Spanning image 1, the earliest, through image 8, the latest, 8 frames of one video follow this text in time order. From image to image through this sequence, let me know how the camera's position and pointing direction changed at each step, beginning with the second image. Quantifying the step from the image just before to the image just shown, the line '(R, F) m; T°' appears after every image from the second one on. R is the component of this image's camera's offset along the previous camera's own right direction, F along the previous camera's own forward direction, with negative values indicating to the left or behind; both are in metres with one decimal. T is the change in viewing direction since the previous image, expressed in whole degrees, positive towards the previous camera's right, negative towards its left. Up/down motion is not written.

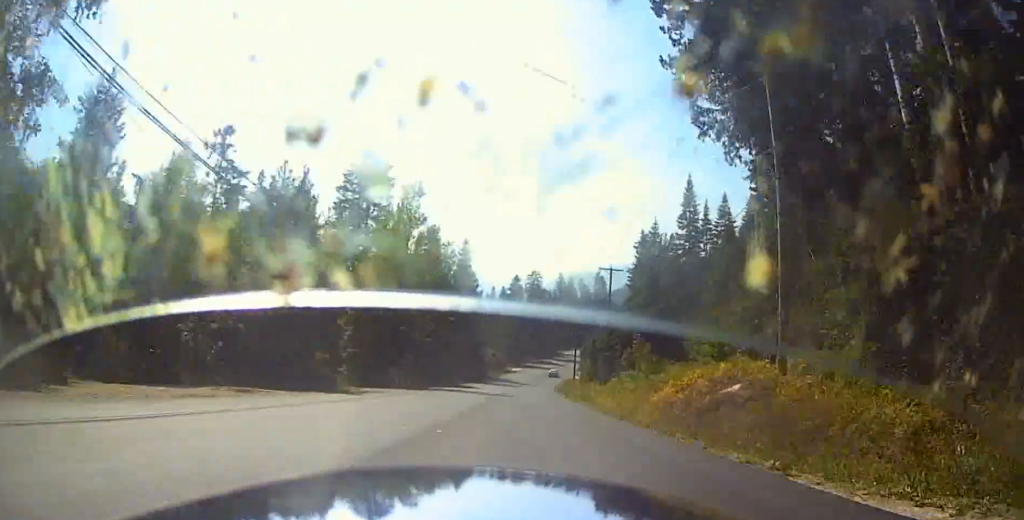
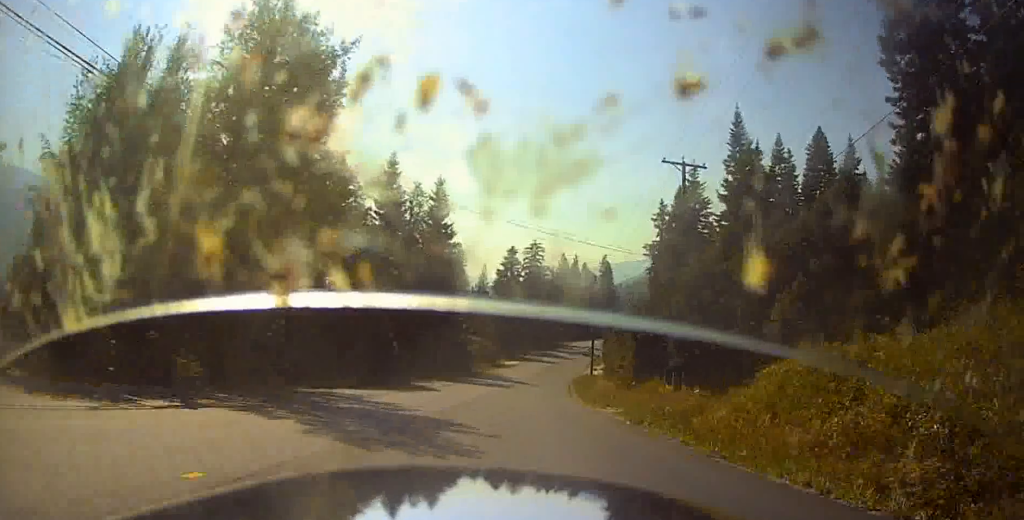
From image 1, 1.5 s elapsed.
(+1.3, +31.9) m; +5°
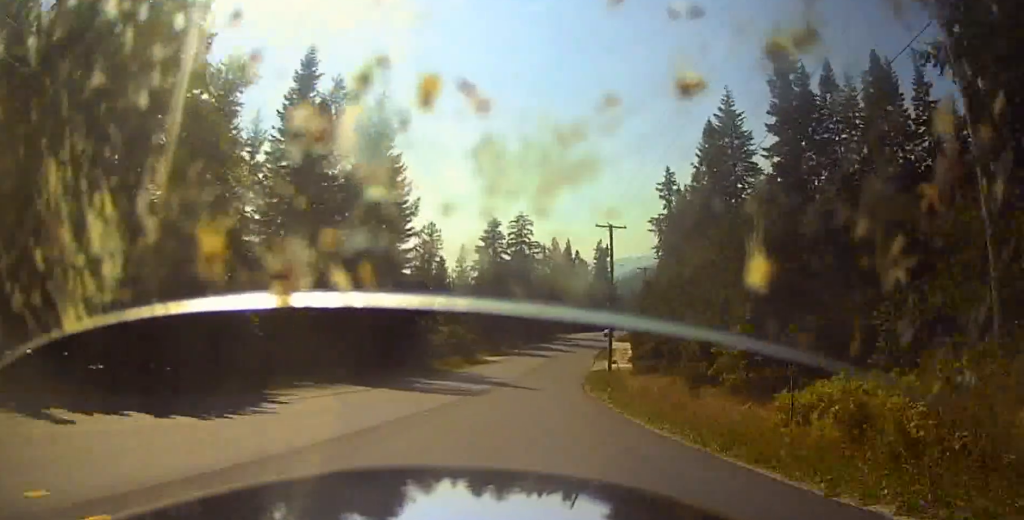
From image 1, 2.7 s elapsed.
(+1.1, +23.4) m; +4°
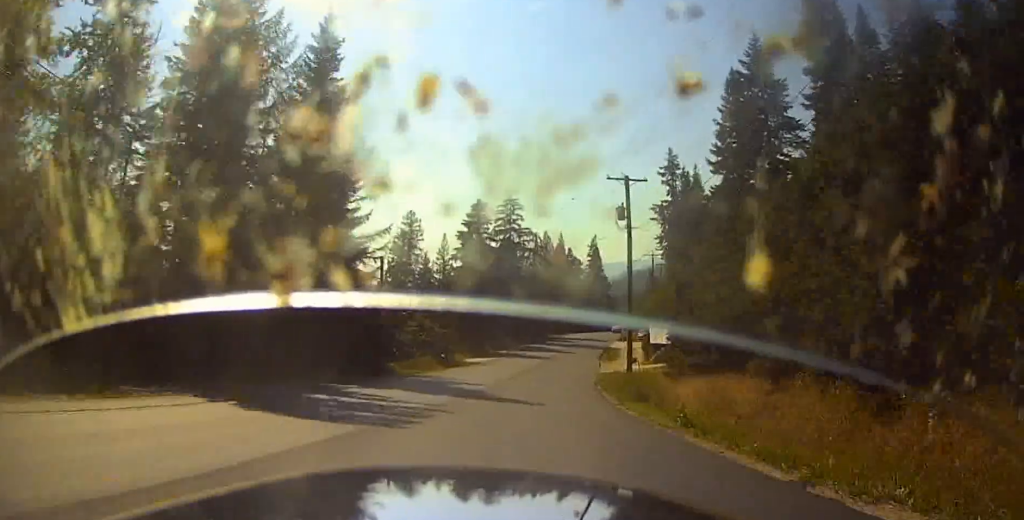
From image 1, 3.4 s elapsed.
(+0.3, +13.9) m; +2°
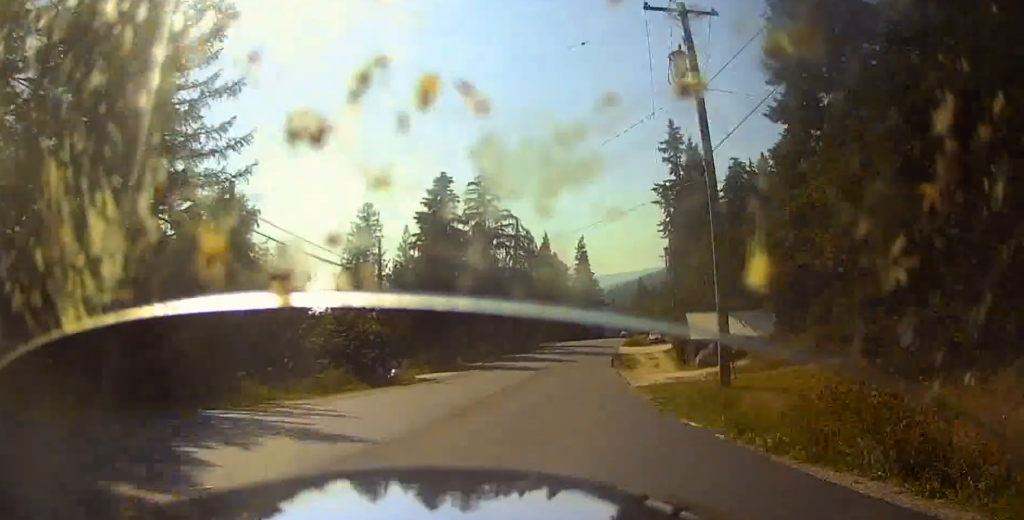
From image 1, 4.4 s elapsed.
(+0.5, +21.2) m; +4°
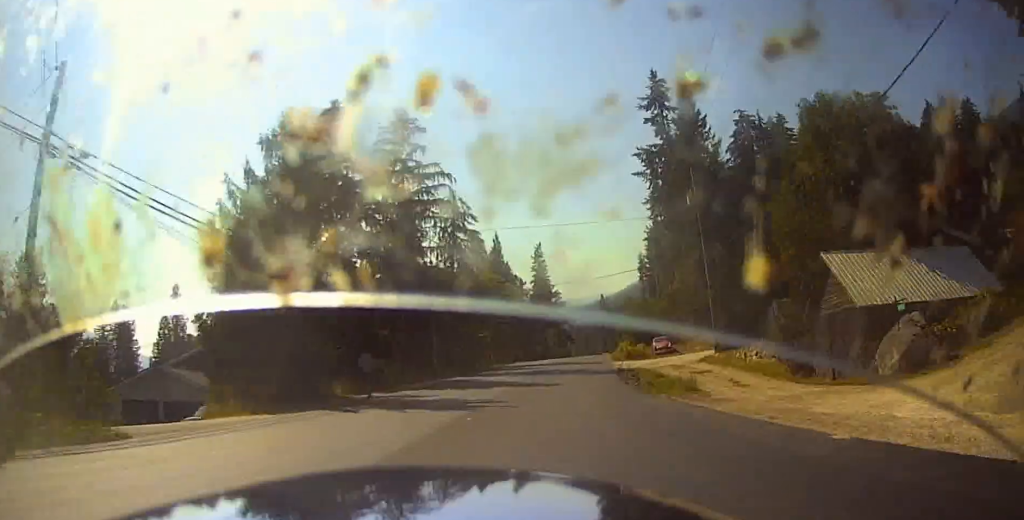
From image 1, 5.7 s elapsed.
(+1.5, +24.9) m; +3°
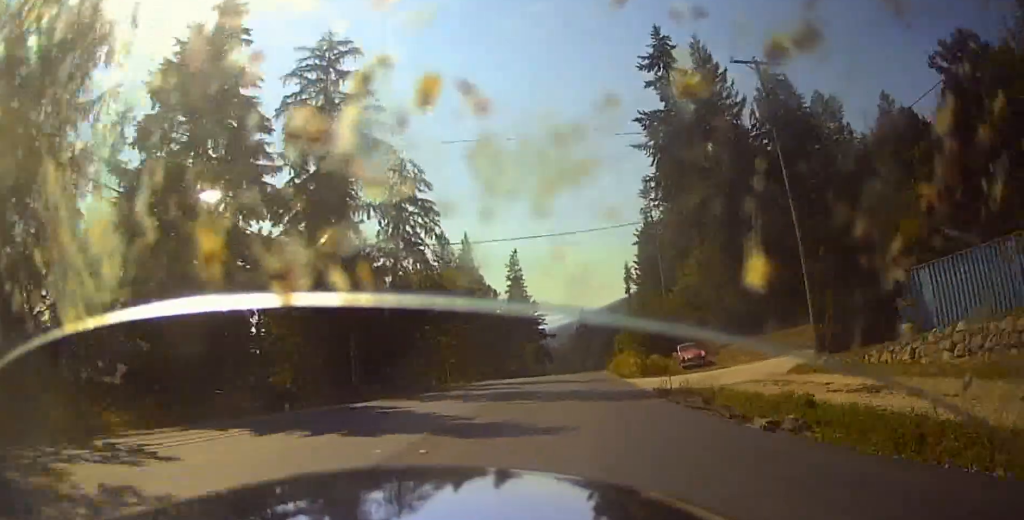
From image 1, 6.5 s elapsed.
(-0.1, +16.5) m; +1°
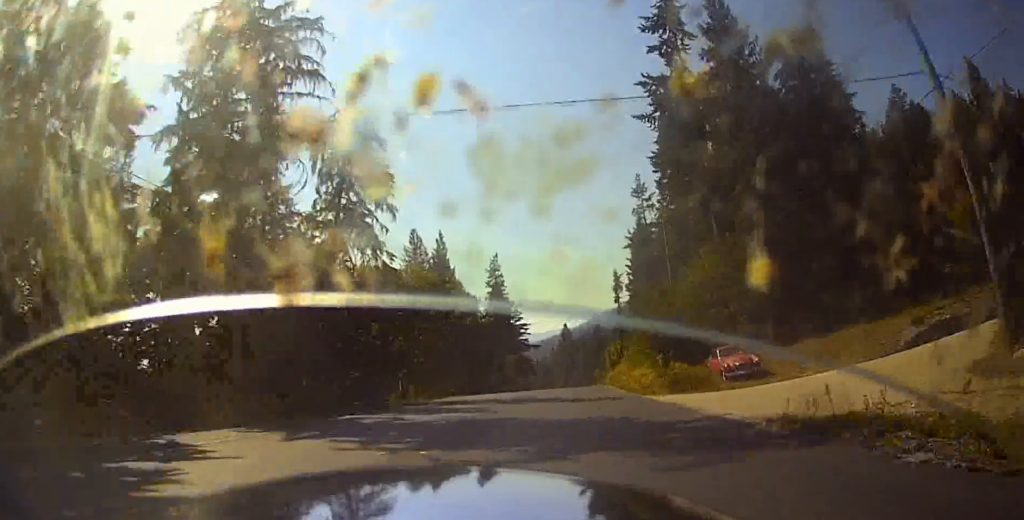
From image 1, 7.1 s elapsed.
(-0.4, +11.6) m; +1°
